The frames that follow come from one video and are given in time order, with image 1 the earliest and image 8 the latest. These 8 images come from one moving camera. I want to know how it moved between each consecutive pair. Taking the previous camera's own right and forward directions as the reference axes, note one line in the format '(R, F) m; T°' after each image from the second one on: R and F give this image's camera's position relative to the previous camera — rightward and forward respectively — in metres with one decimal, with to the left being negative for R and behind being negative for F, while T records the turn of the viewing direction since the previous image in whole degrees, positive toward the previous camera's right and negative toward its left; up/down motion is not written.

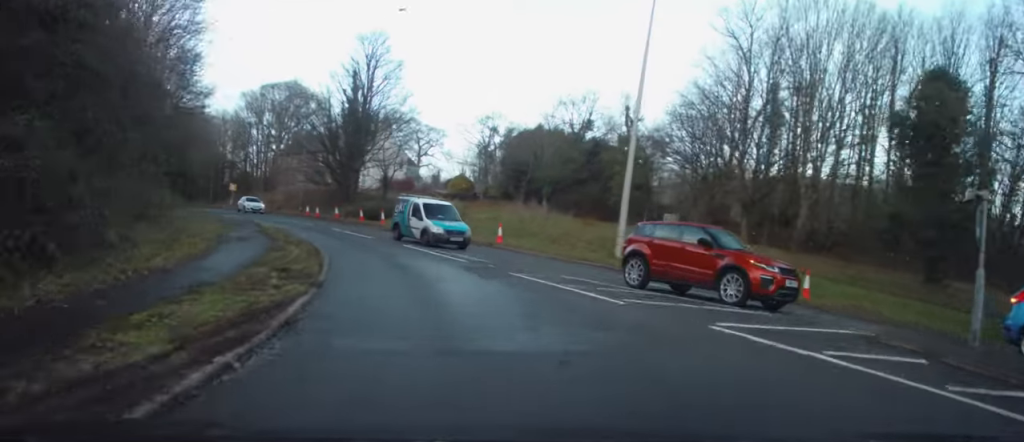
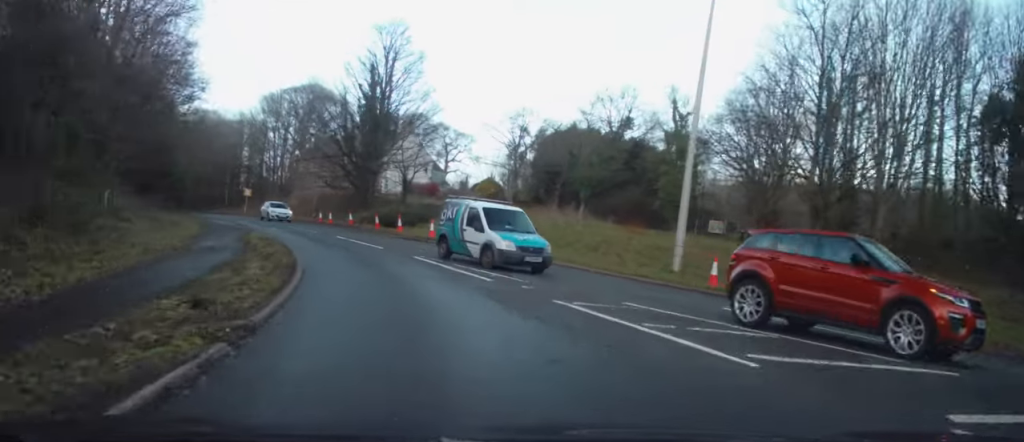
(0.0, +4.4) m; -2°
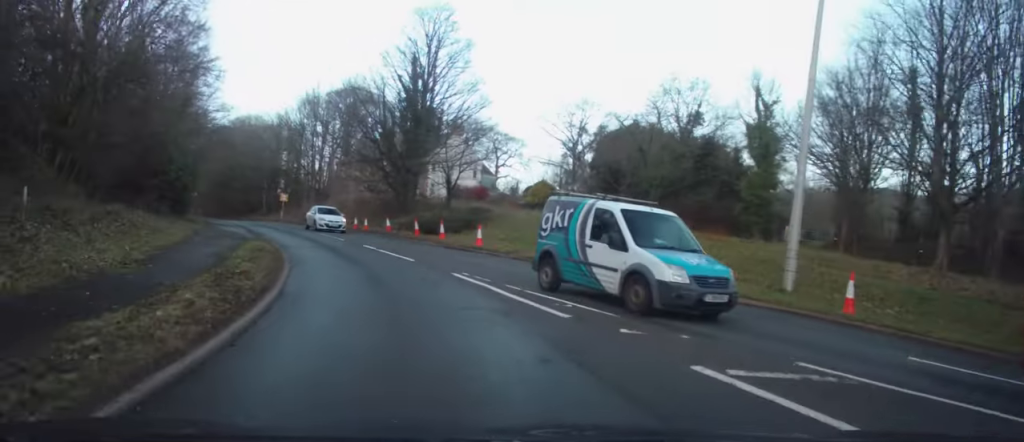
(-0.1, +4.8) m; -5°
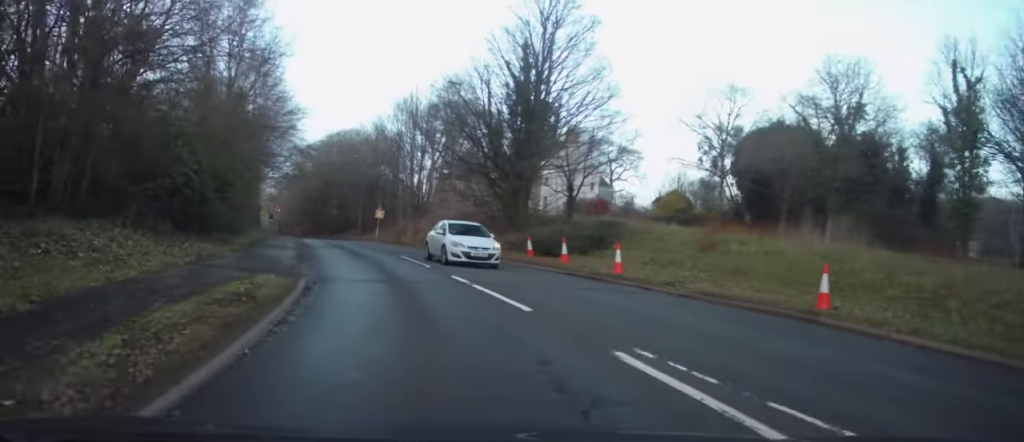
(-0.5, +7.6) m; -9°
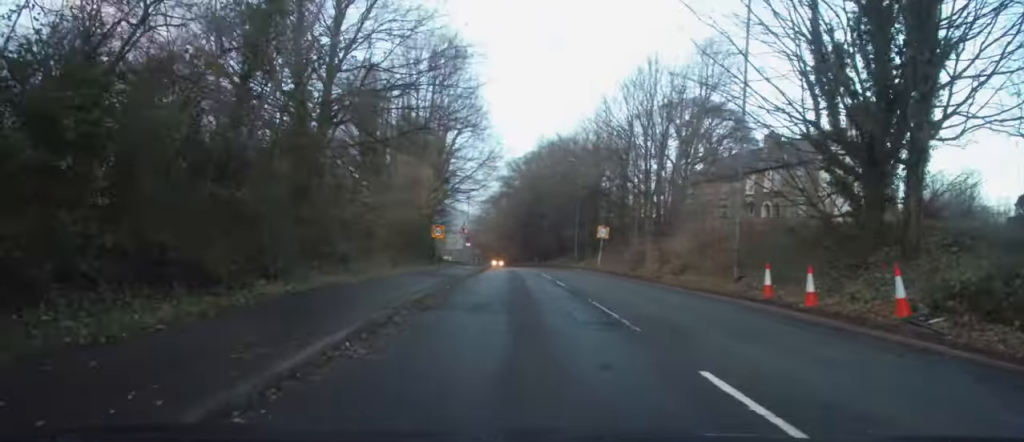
(-2.9, +17.9) m; -16°
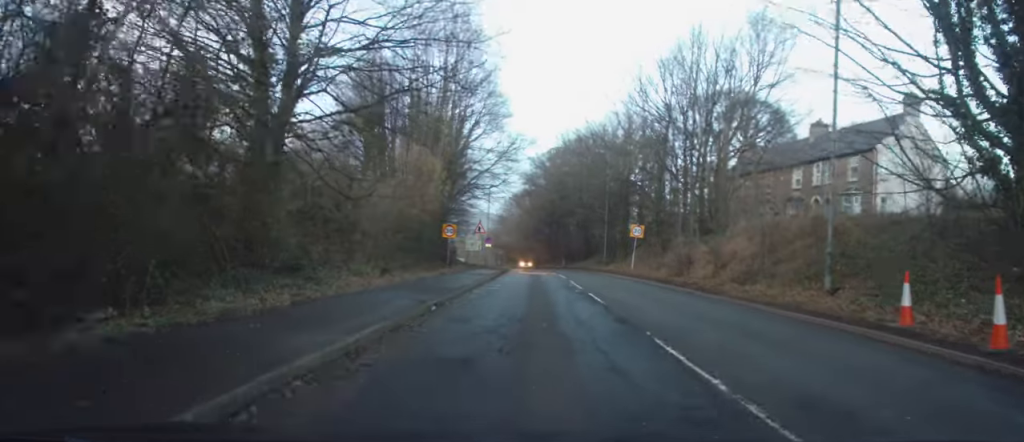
(-0.2, +5.4) m; -3°
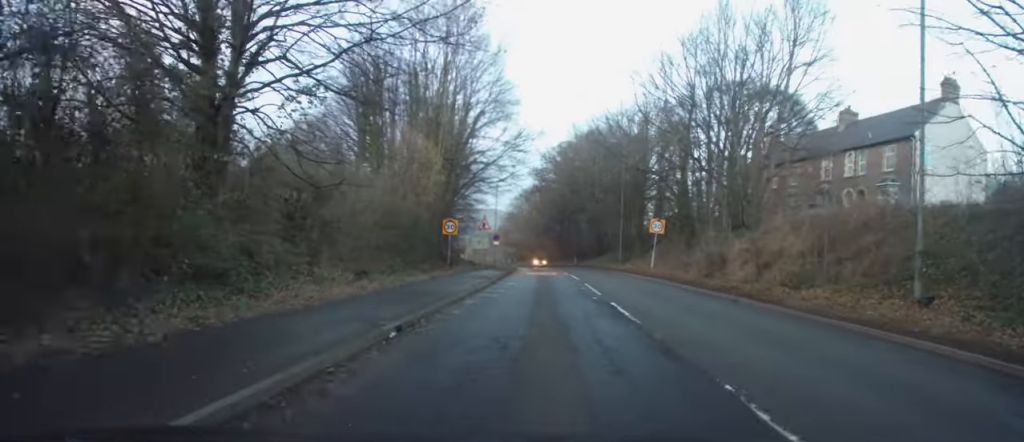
(-0.1, +3.8) m; -1°
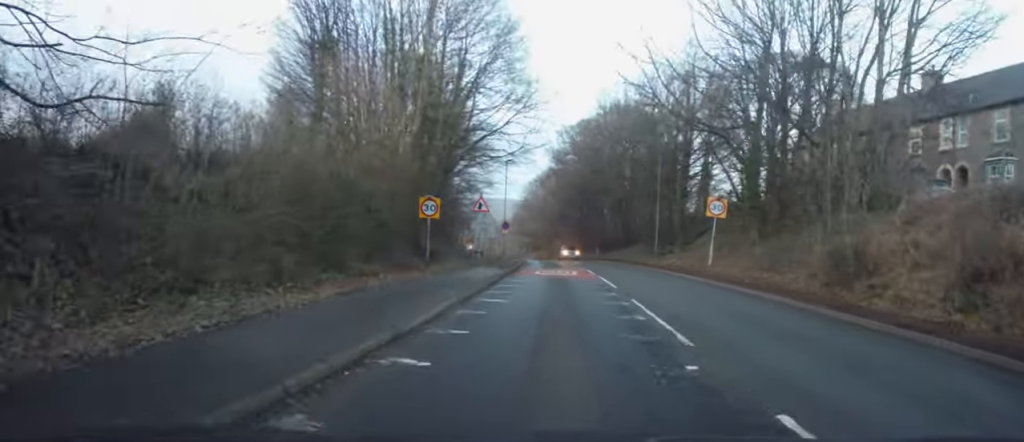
(-0.2, +10.7) m; -1°
